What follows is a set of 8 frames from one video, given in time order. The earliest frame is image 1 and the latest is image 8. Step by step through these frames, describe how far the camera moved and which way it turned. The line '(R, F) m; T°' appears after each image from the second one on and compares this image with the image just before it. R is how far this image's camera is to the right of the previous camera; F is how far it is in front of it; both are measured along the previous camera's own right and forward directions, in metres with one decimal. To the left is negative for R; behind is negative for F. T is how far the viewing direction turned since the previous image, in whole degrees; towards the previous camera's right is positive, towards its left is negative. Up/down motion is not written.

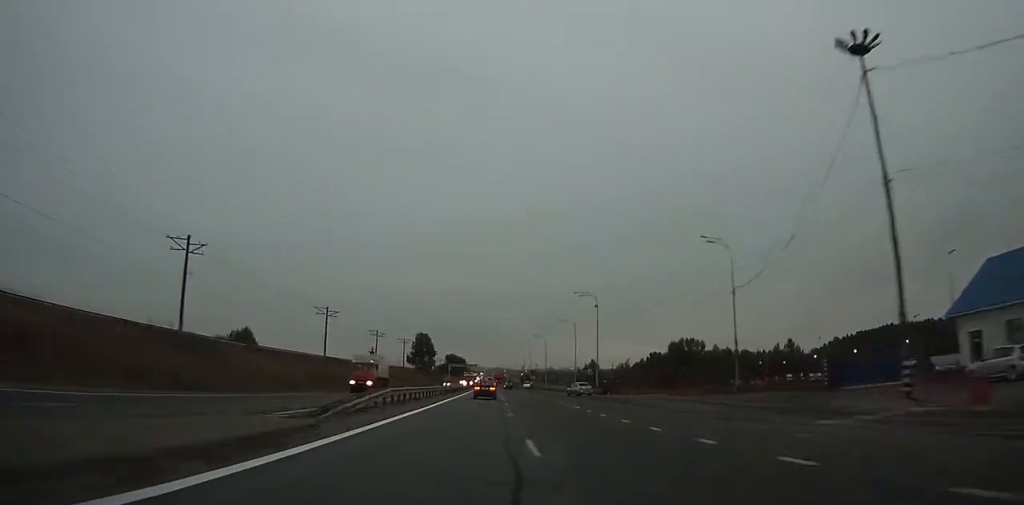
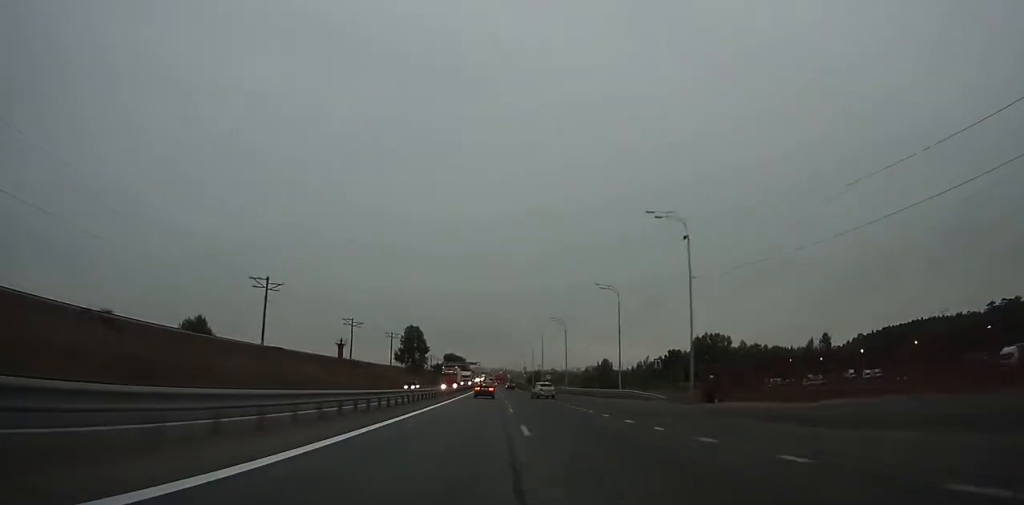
(0.0, +31.4) m; 0°
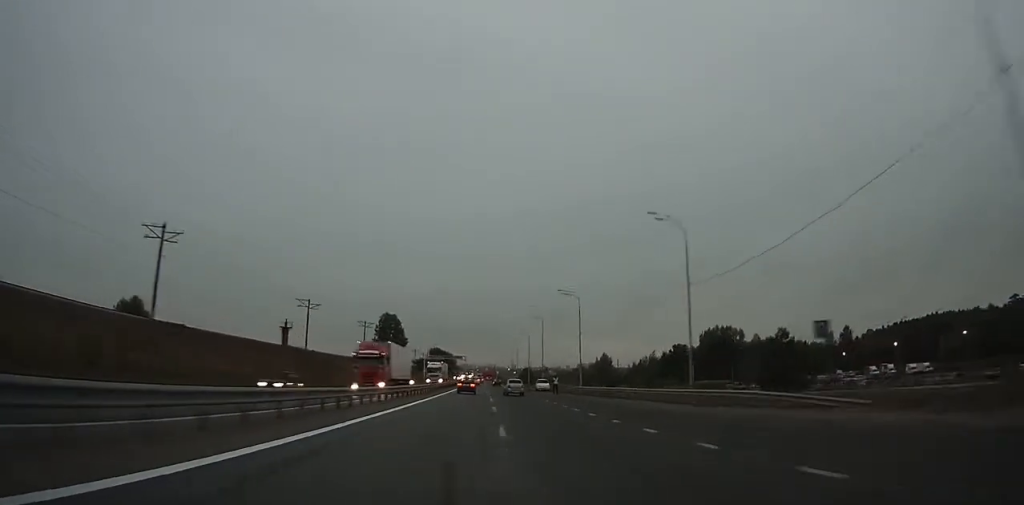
(-0.1, +24.6) m; 0°
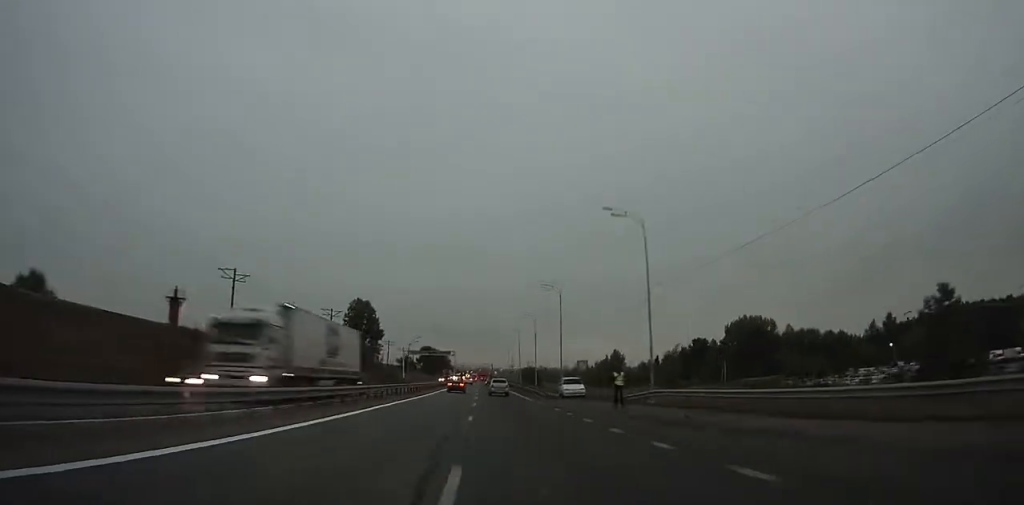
(+0.2, +29.5) m; 0°
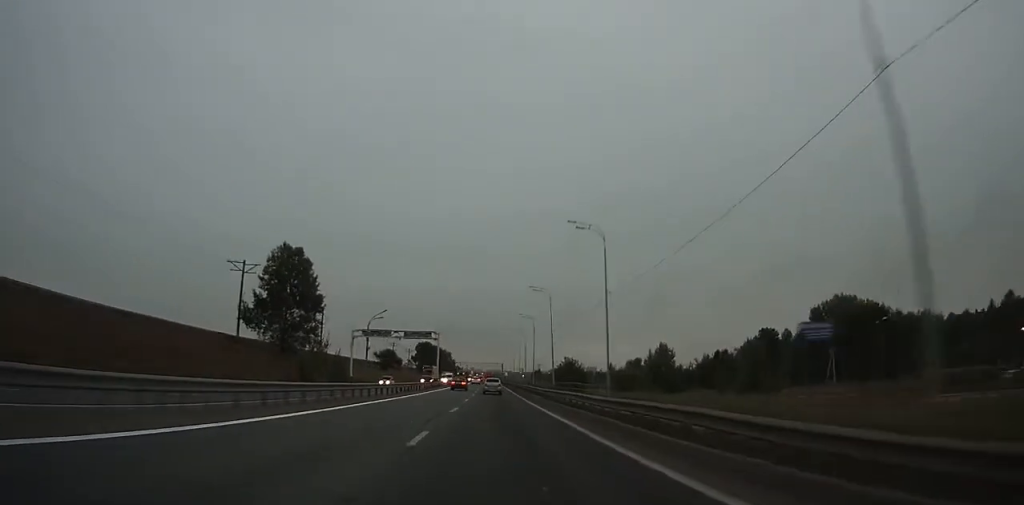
(0.0, +54.0) m; 0°
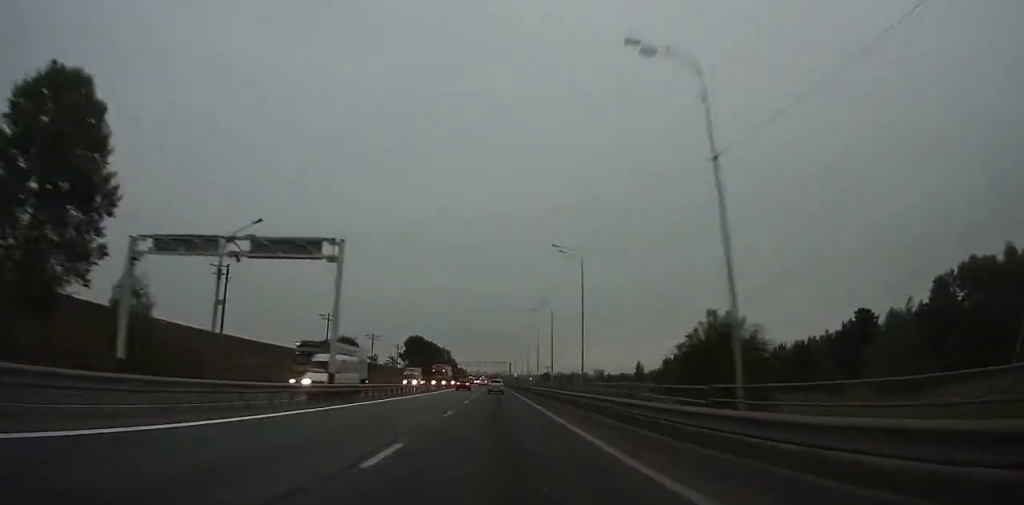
(-0.3, +52.2) m; 0°
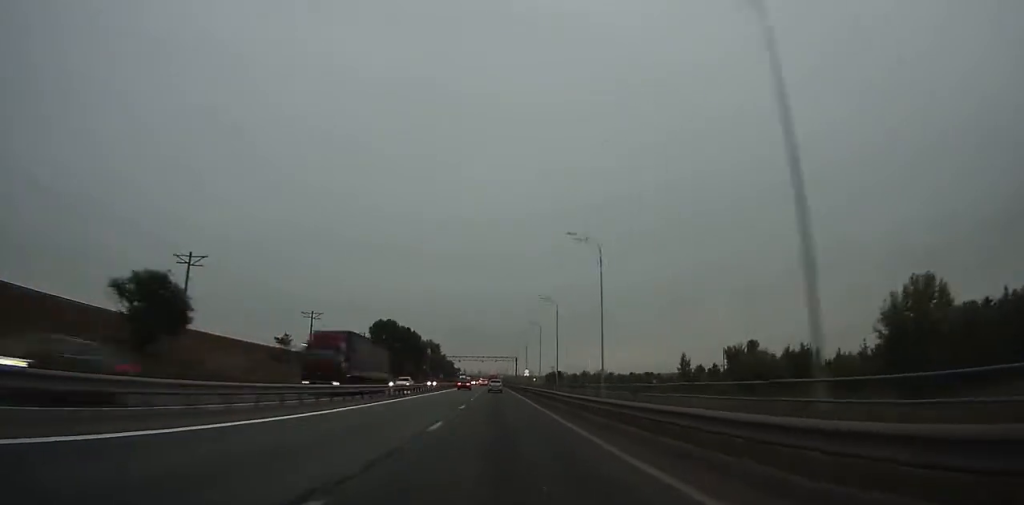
(-0.2, +66.0) m; 0°
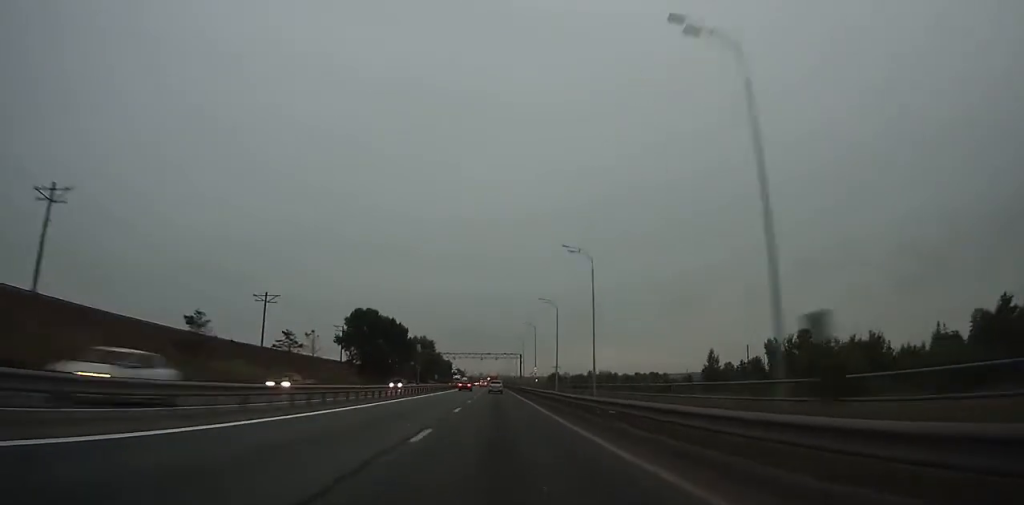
(0.0, +26.7) m; 0°
